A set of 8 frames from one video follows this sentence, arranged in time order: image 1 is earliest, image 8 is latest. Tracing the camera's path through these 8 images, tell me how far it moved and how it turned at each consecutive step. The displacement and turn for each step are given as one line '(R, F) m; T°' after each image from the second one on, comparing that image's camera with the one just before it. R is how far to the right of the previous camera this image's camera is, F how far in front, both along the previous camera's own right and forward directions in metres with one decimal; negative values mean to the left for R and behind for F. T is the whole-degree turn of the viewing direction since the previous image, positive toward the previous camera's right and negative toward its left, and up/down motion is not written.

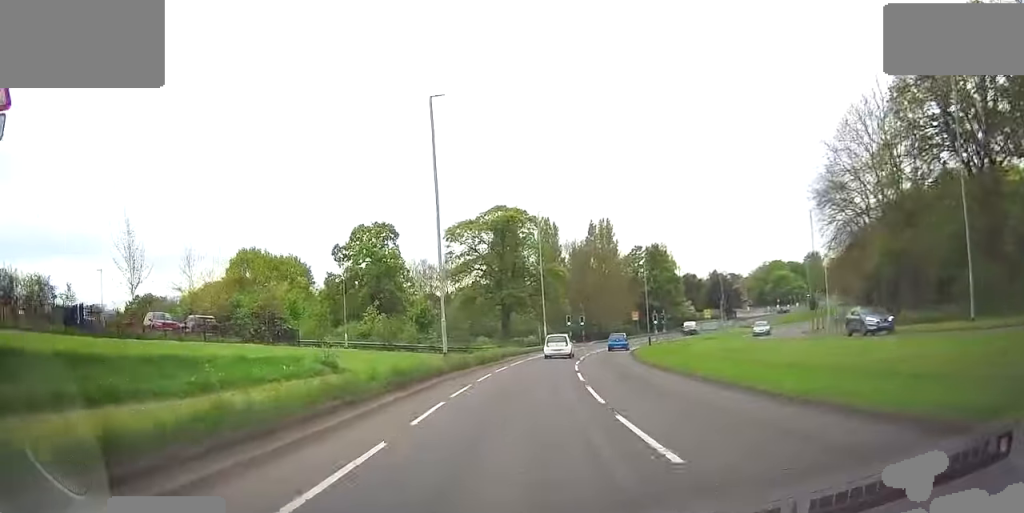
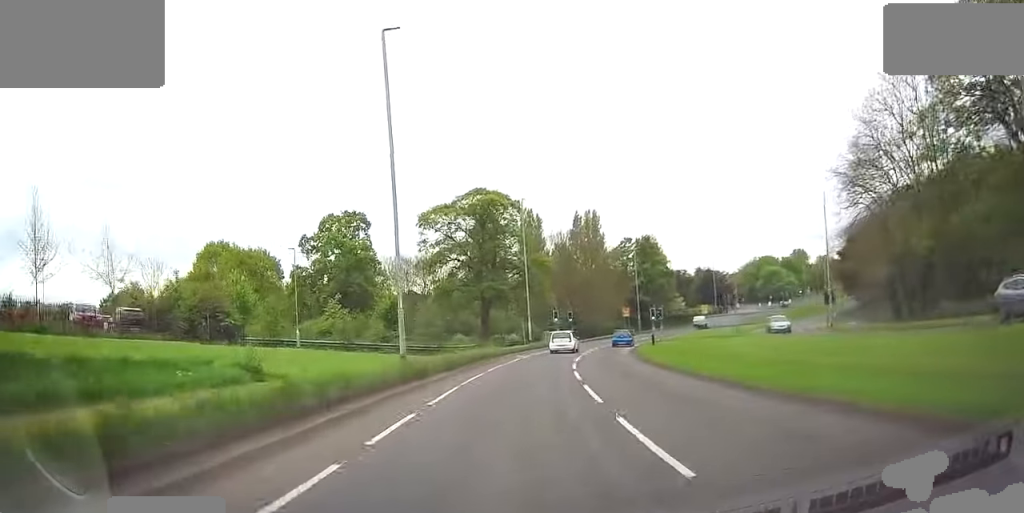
(+0.3, +7.4) m; +2°
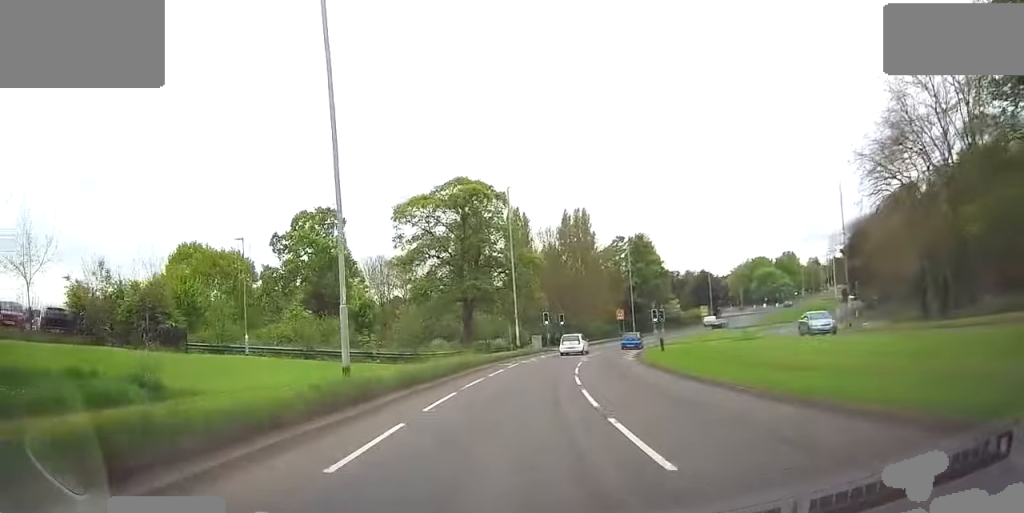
(+0.3, +6.4) m; +1°
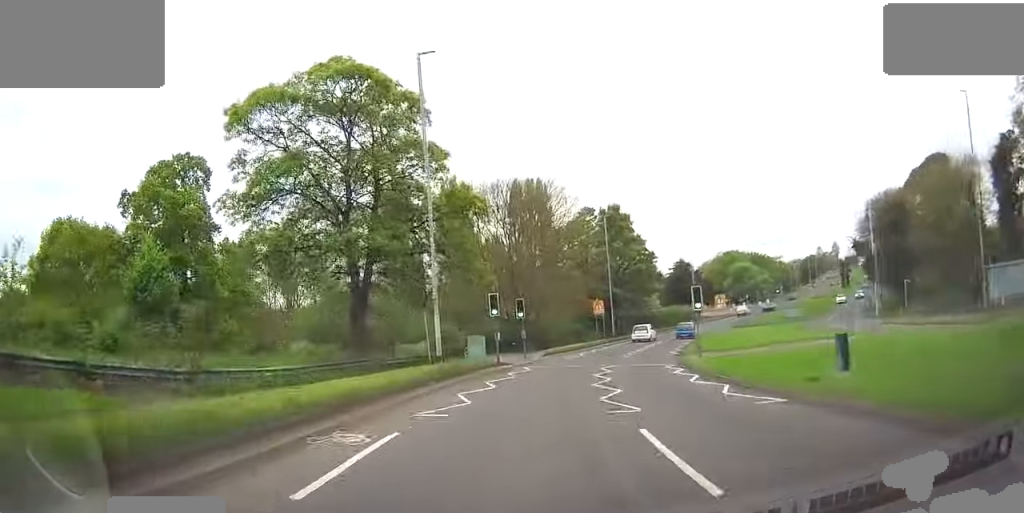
(+0.8, +26.3) m; +5°
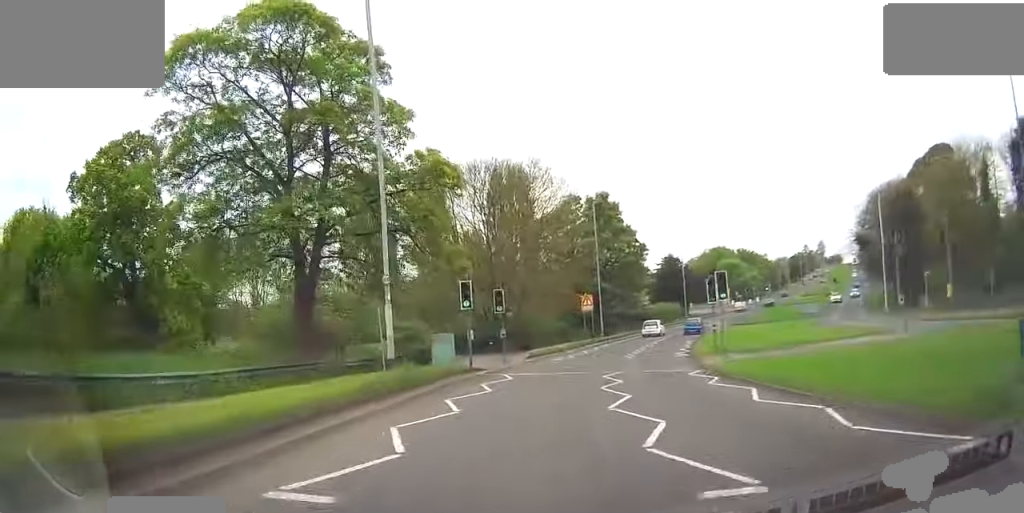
(+0.1, +6.6) m; +2°
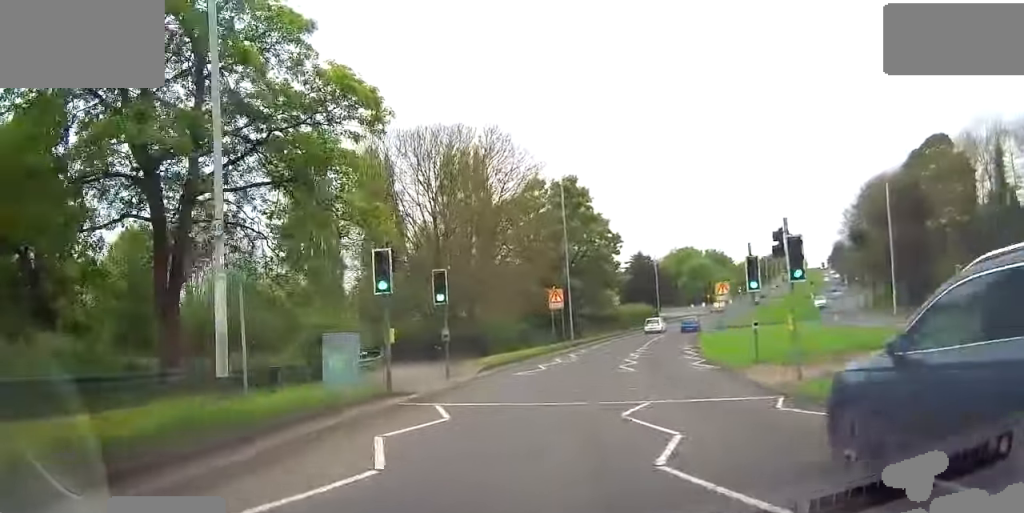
(+0.2, +10.2) m; +3°
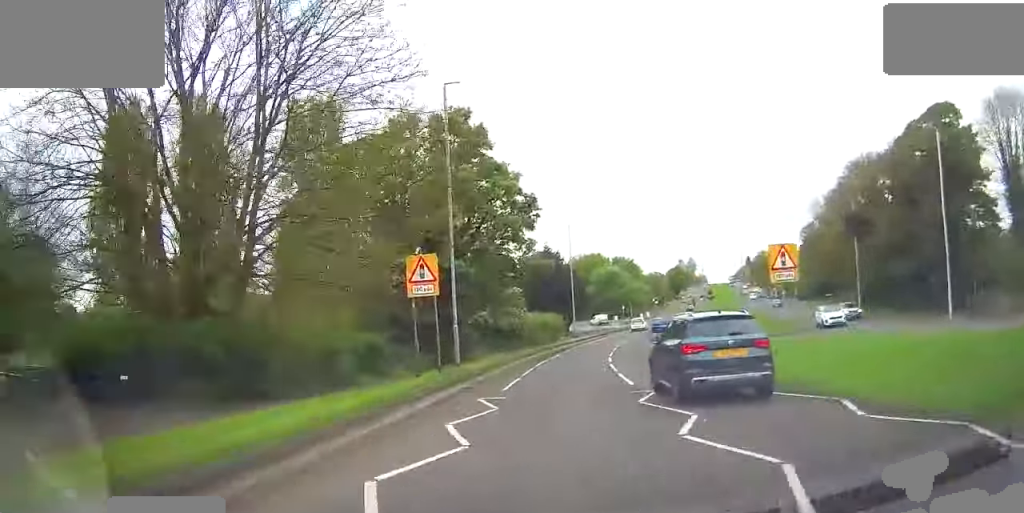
(+1.9, +26.7) m; +6°
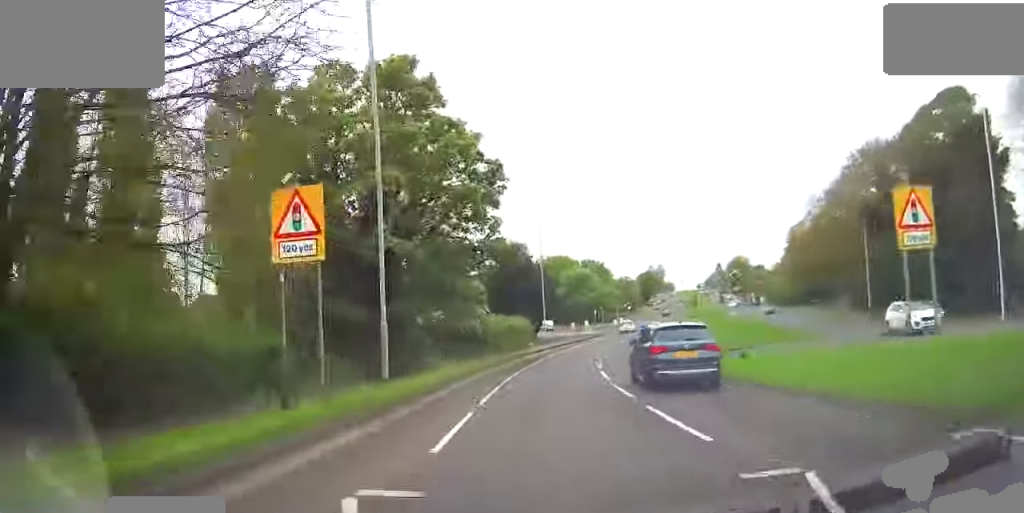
(0.0, +9.8) m; +2°
